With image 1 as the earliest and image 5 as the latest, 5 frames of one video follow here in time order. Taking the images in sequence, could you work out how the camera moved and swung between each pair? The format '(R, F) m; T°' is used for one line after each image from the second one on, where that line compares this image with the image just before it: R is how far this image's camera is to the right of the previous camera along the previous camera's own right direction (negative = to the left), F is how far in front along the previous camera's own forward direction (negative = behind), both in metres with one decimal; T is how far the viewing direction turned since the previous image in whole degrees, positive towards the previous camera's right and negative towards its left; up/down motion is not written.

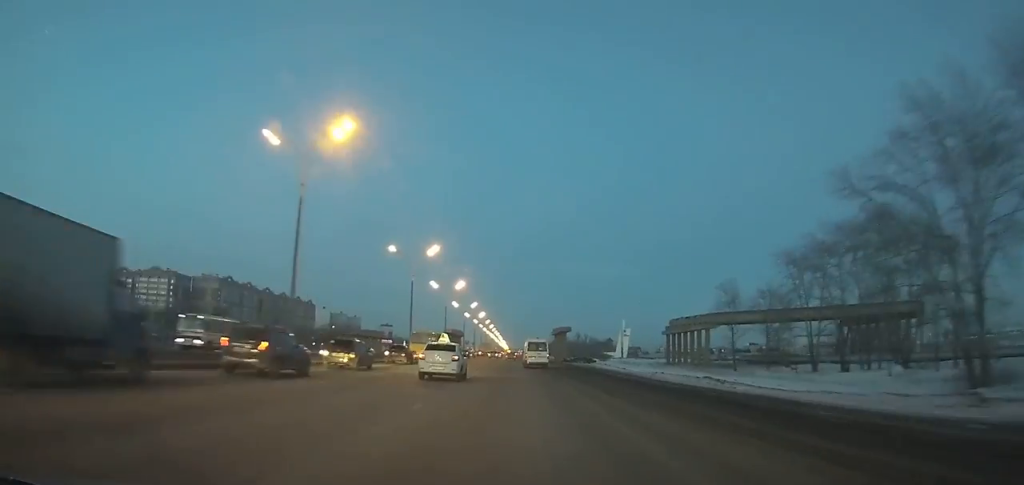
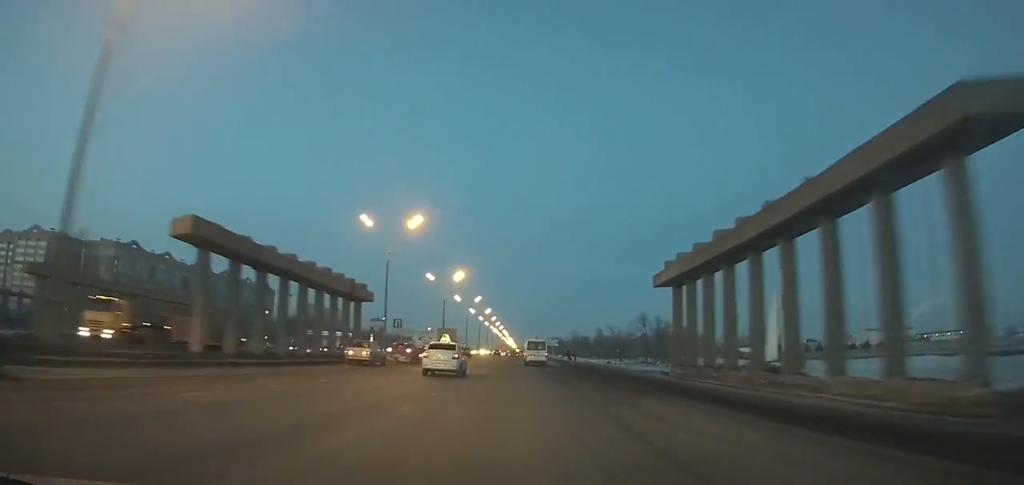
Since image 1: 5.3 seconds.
(0.0, +92.6) m; 0°
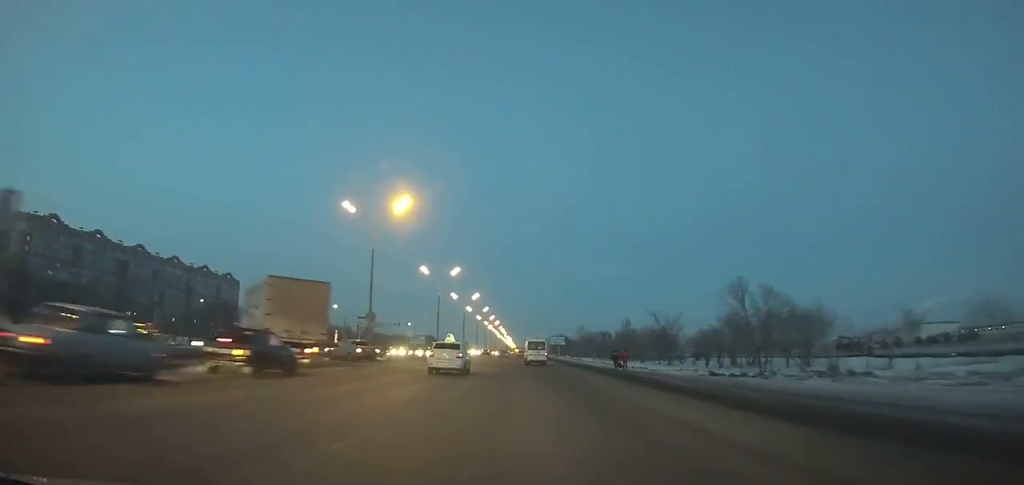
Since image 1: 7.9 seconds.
(+0.1, +46.1) m; 0°
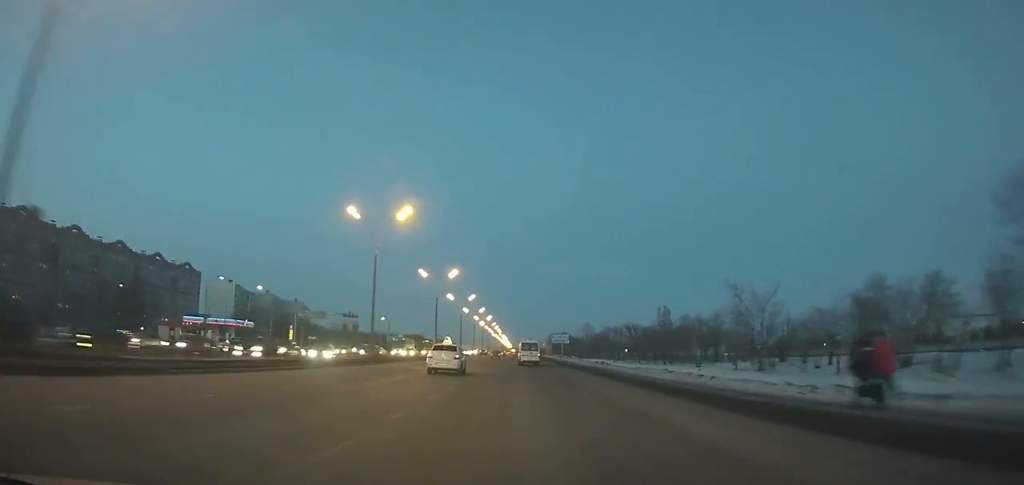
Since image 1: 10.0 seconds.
(-0.1, +37.3) m; 0°
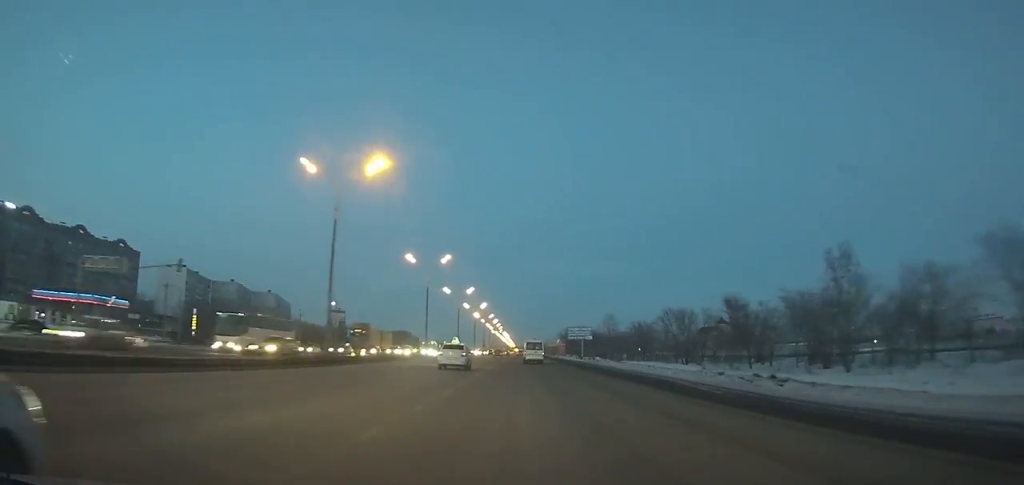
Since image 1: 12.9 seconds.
(+0.1, +51.8) m; 0°
